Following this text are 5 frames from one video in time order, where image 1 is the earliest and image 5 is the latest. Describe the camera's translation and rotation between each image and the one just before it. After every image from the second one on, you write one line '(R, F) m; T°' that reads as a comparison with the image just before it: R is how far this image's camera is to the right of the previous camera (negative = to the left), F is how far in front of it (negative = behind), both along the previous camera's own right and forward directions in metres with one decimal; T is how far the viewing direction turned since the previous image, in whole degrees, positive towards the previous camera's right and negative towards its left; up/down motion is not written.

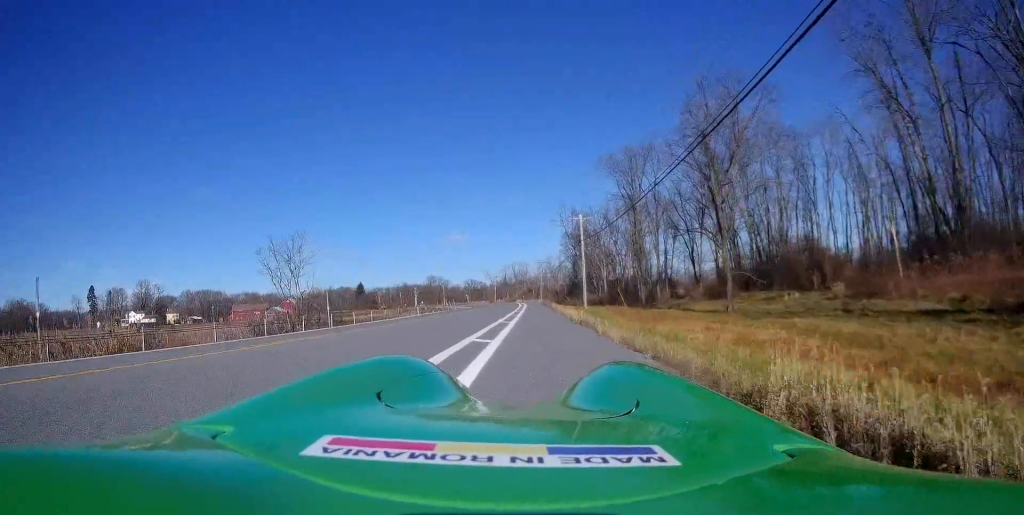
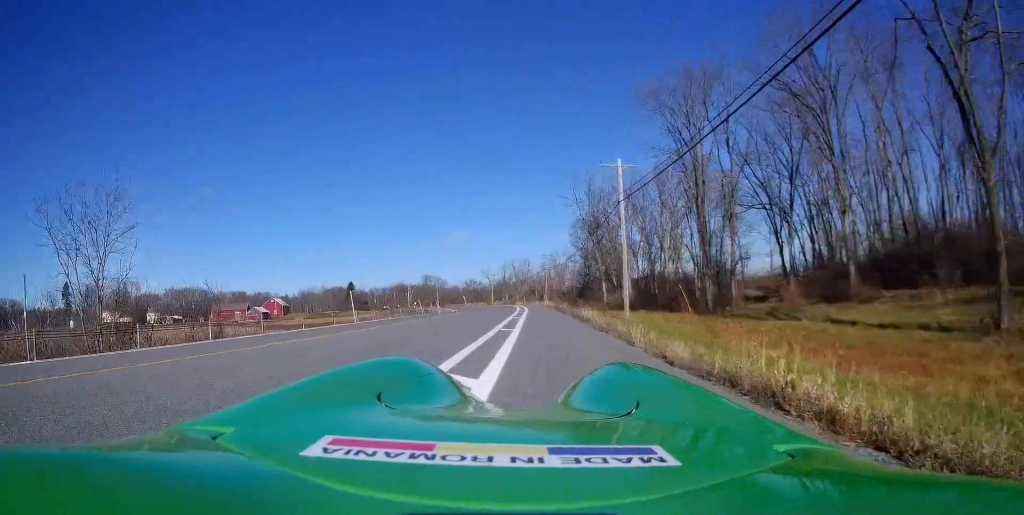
(+0.1, +23.4) m; +1°
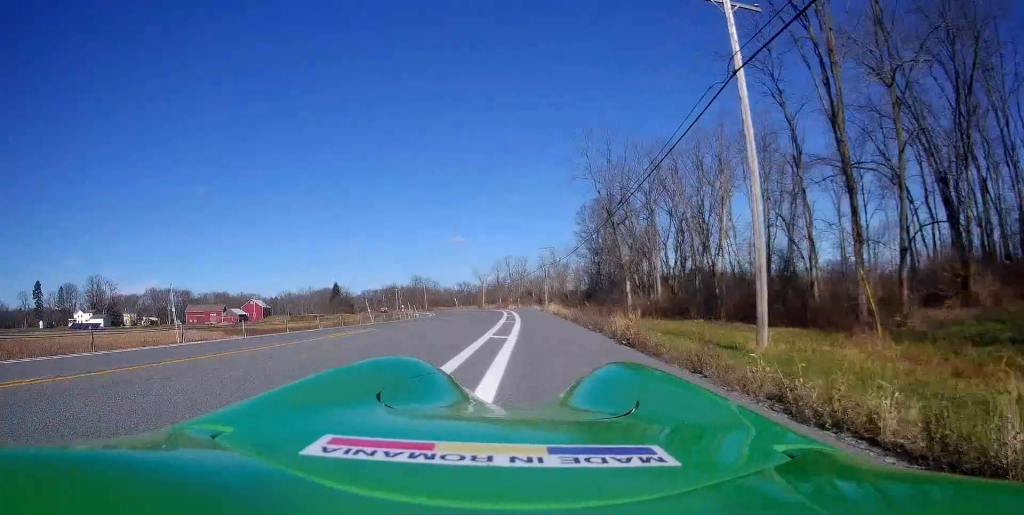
(0.0, +20.6) m; 0°
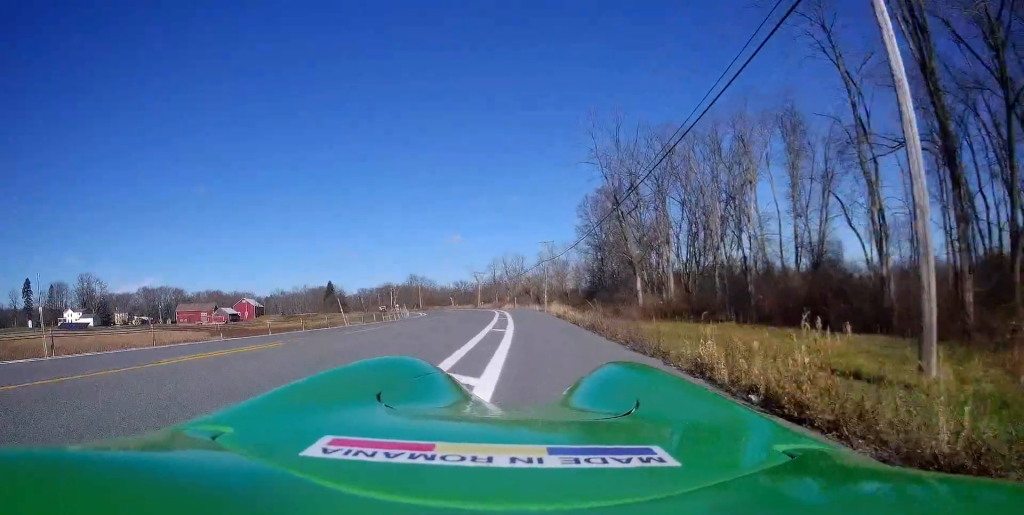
(-0.2, +6.6) m; -1°
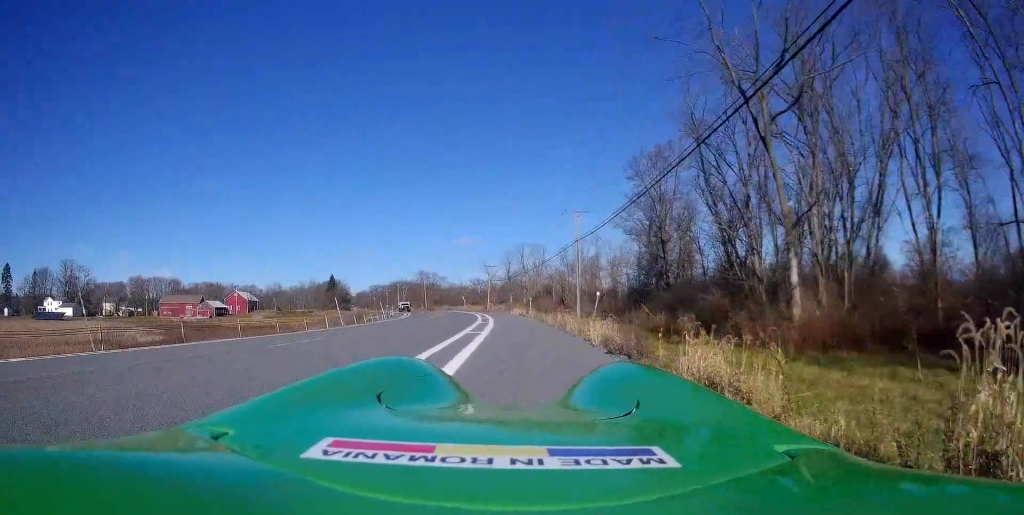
(+0.3, +27.0) m; 0°
